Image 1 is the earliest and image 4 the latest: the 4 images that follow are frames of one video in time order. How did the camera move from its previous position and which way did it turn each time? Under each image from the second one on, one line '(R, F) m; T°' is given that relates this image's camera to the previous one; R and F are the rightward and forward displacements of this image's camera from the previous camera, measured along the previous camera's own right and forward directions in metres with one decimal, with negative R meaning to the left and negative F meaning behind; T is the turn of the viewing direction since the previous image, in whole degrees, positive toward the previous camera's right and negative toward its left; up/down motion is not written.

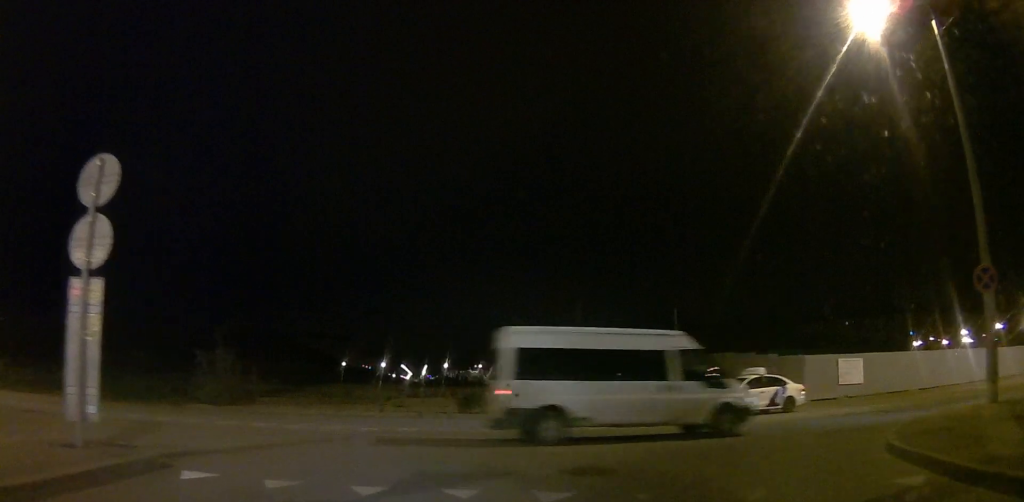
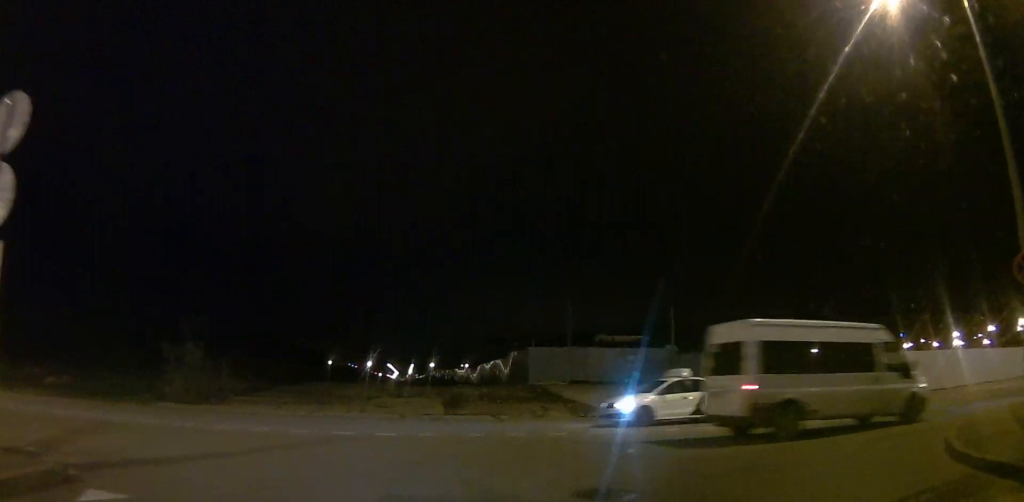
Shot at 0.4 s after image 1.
(+0.2, +2.5) m; +4°
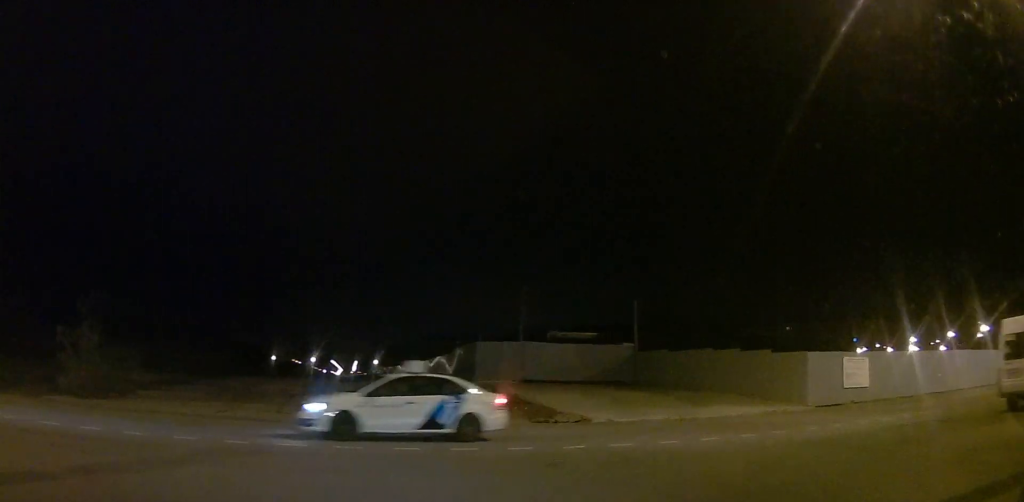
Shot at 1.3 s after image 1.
(+0.4, +4.8) m; +8°
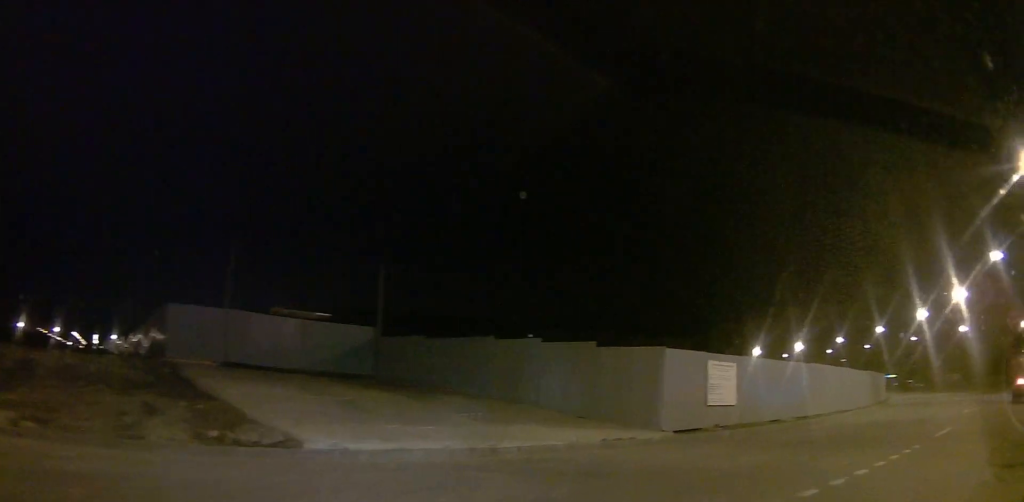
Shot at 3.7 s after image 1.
(+1.7, +9.9) m; +26°
